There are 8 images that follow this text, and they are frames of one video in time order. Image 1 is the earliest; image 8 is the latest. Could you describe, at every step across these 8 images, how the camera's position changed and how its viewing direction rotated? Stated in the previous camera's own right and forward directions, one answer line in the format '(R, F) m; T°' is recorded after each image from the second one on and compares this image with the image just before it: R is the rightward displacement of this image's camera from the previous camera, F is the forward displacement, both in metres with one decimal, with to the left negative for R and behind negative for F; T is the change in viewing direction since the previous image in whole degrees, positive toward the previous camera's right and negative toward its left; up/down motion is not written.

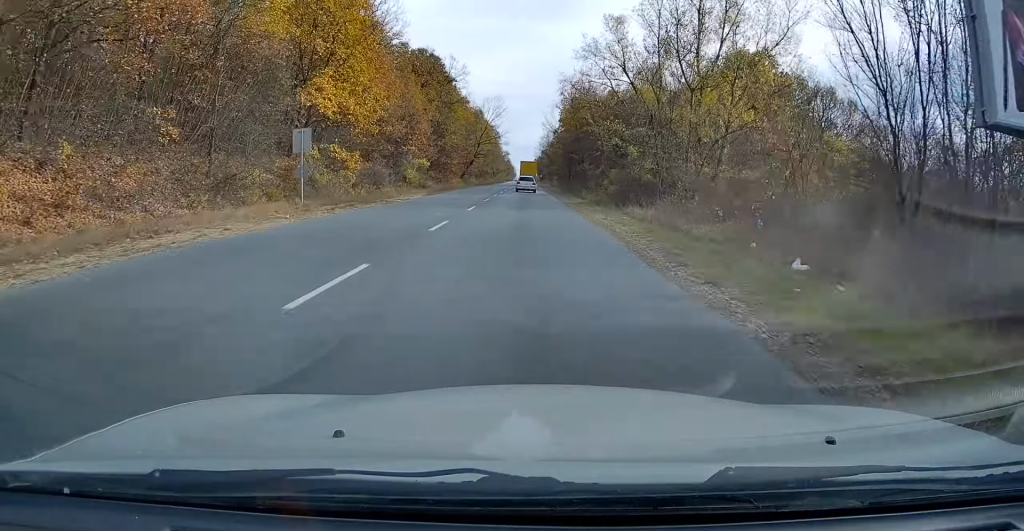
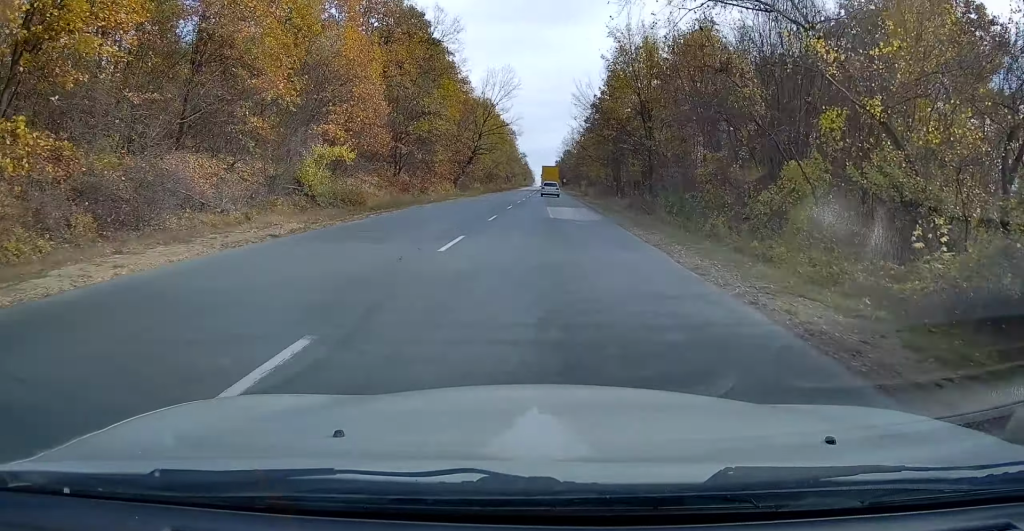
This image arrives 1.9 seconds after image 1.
(0.0, +33.3) m; 0°
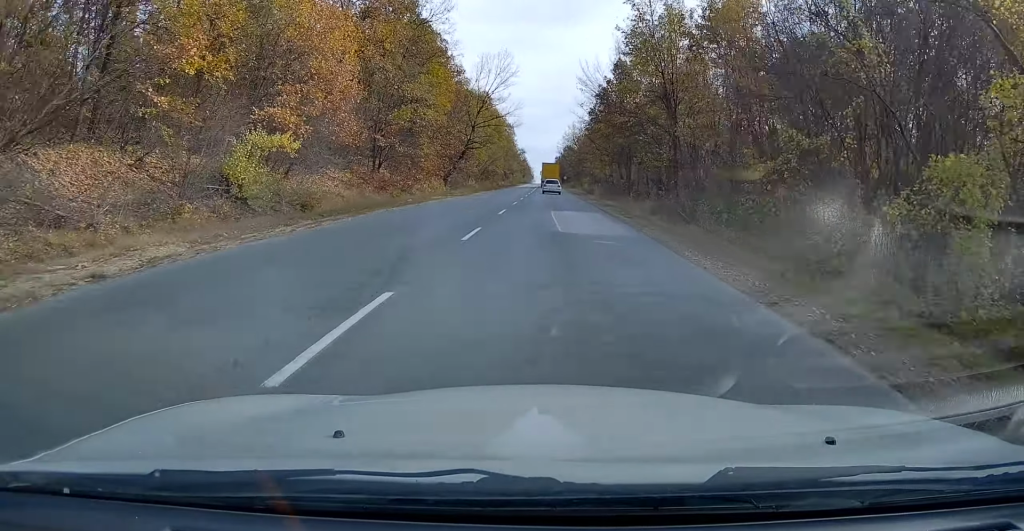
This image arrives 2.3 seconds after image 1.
(0.0, +7.3) m; 0°
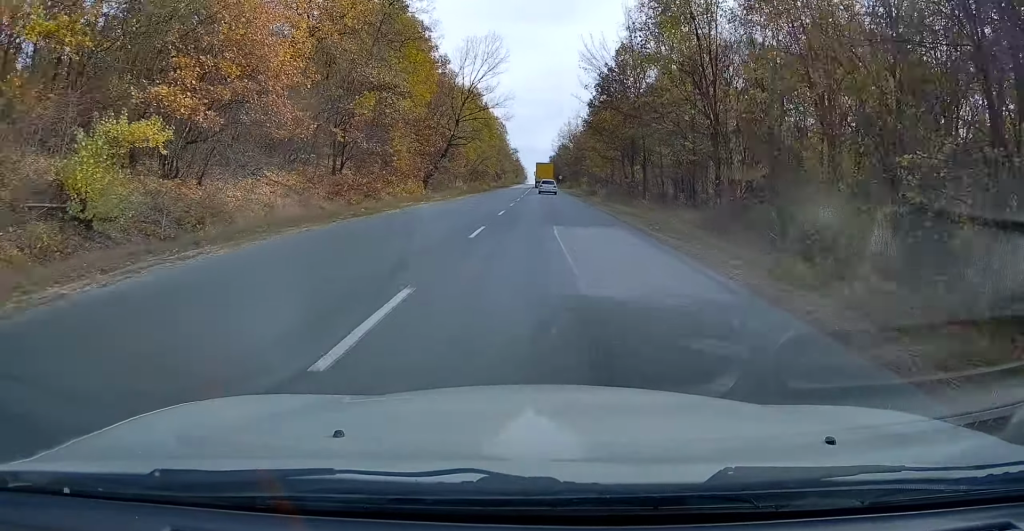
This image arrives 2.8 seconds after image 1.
(0.0, +8.2) m; 0°
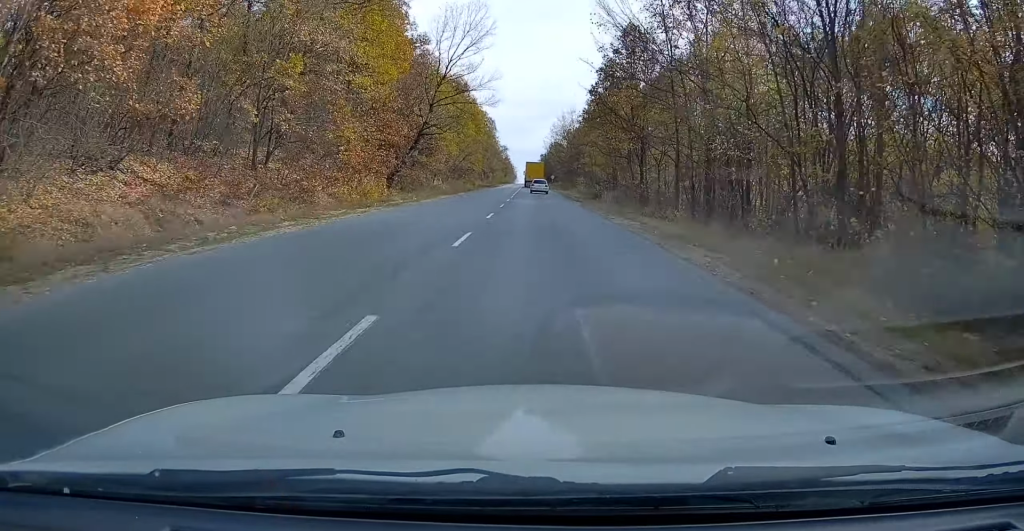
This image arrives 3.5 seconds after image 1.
(0.0, +10.5) m; 0°
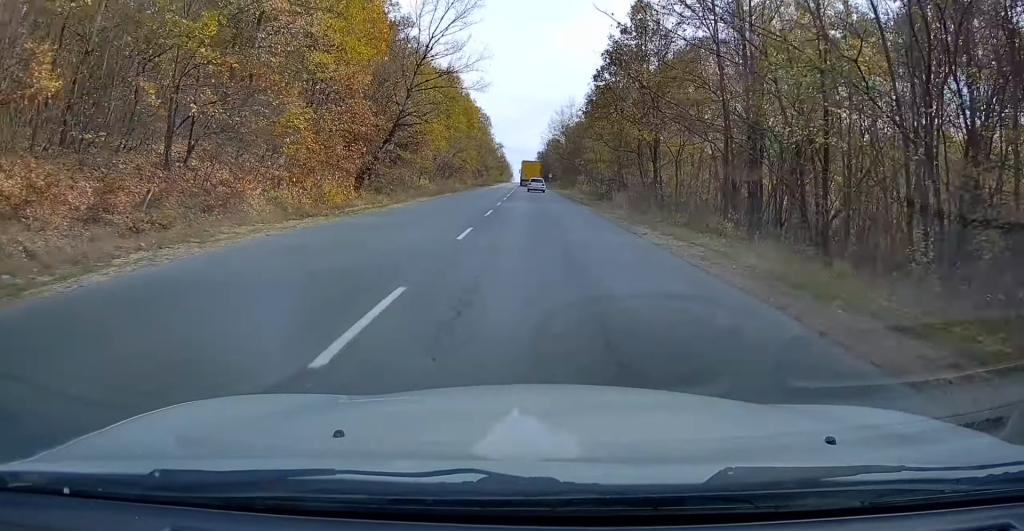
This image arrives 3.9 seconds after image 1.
(0.0, +7.3) m; 0°
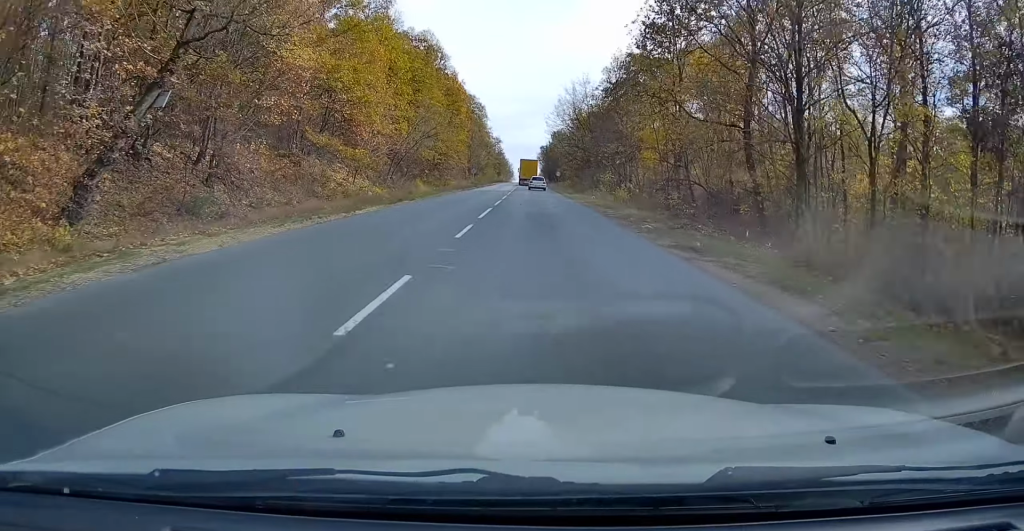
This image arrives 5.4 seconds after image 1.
(-0.1, +24.4) m; 0°
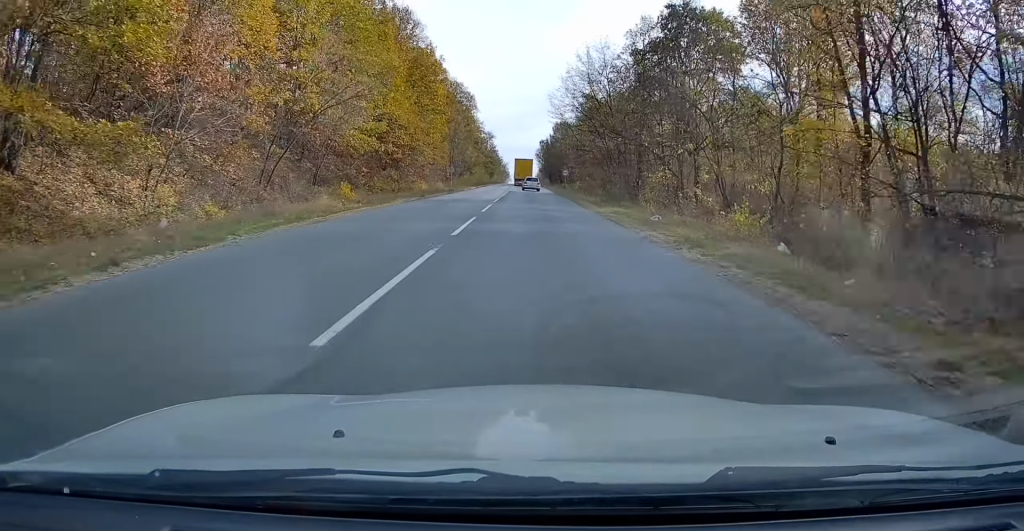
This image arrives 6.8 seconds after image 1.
(0.0, +21.6) m; 0°
